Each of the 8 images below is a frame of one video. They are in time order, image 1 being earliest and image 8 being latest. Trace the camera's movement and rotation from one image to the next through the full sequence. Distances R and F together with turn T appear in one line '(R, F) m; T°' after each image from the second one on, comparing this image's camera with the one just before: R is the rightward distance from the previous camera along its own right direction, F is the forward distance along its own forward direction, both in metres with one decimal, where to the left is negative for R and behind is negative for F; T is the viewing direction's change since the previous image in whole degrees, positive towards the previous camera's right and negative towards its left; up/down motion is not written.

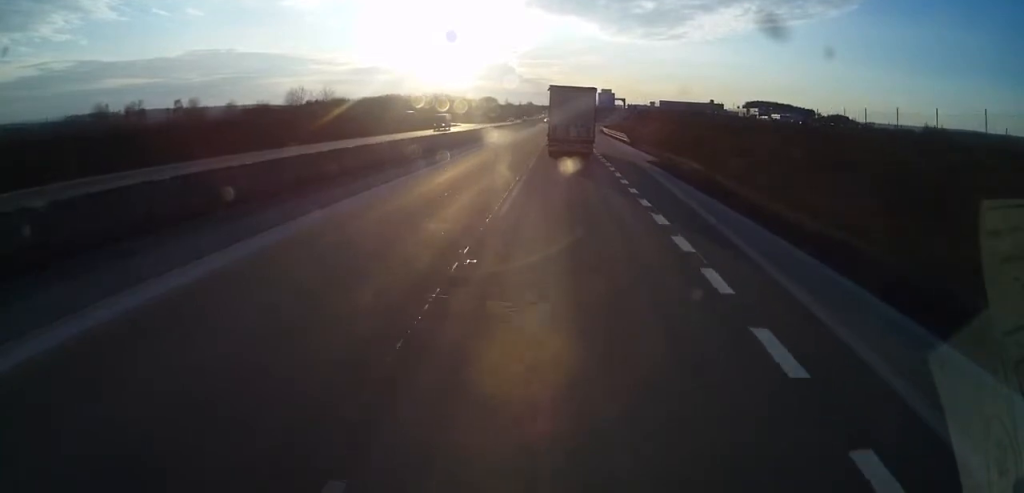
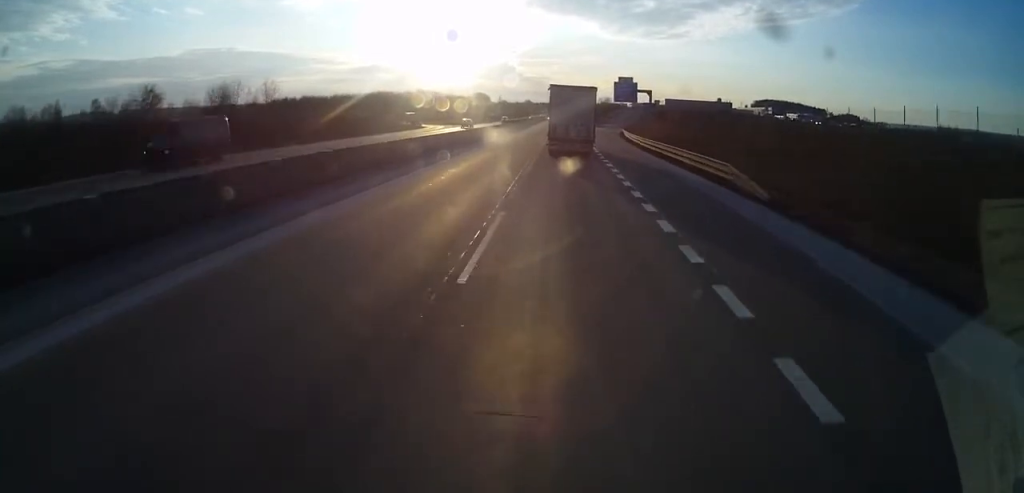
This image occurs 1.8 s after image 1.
(+0.5, +42.9) m; +1°
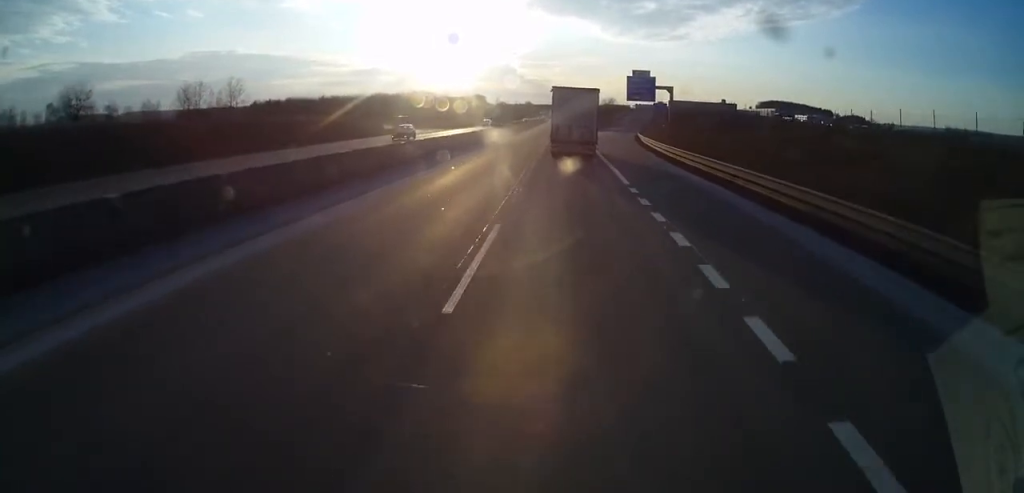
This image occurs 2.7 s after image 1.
(+0.1, +19.5) m; 0°
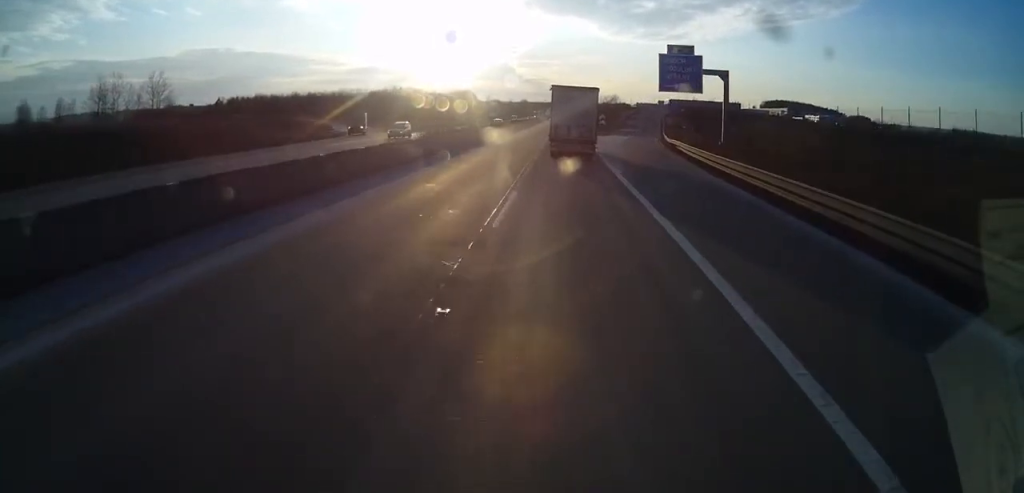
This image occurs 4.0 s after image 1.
(-0.4, +30.4) m; -1°
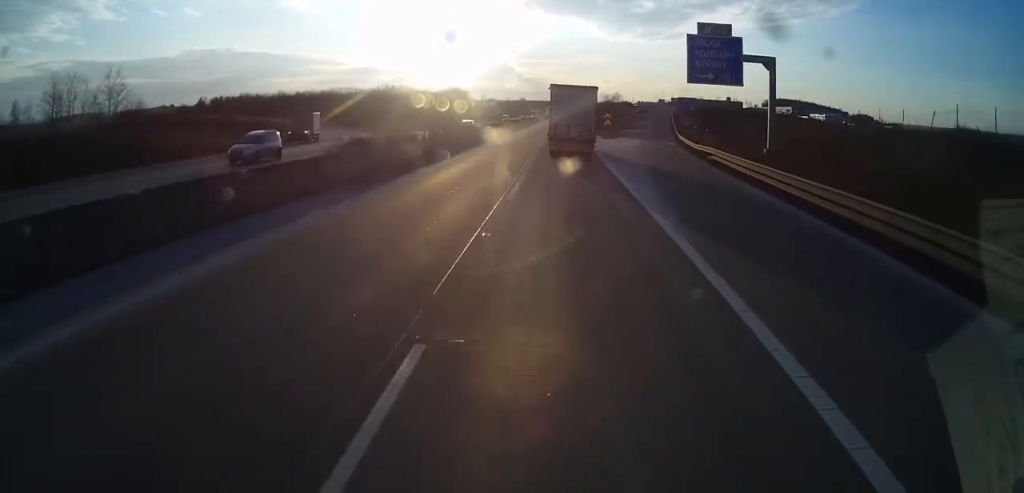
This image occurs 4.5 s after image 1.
(-0.2, +13.3) m; 0°
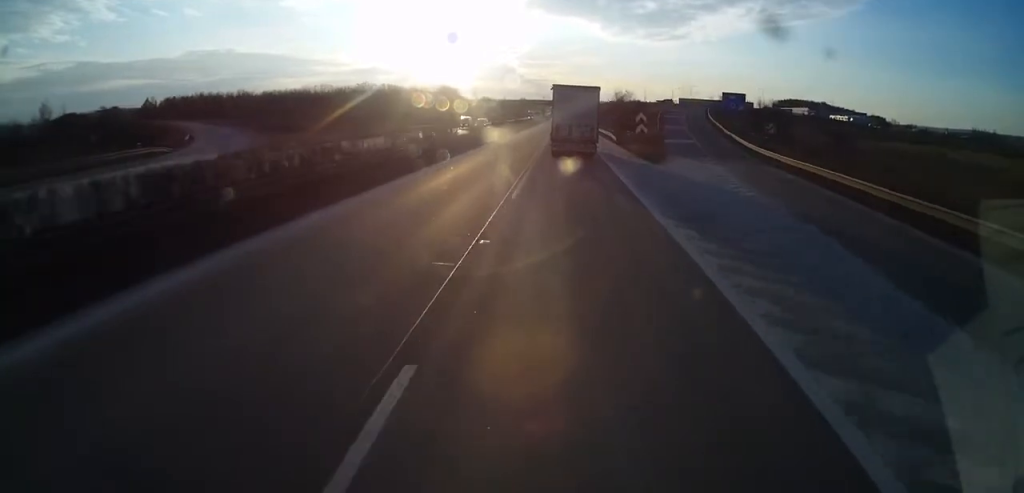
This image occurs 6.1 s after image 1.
(+0.7, +36.7) m; +1°
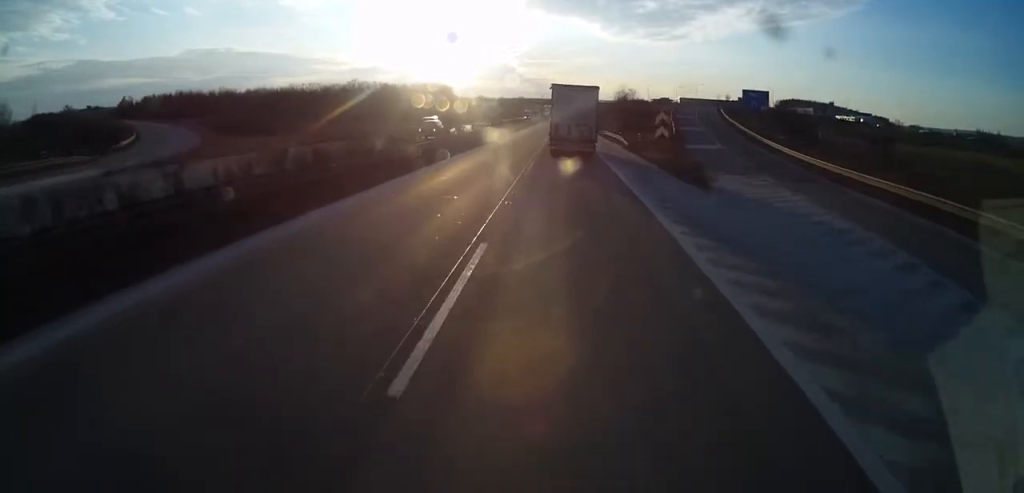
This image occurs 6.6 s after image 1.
(0.0, +12.5) m; 0°
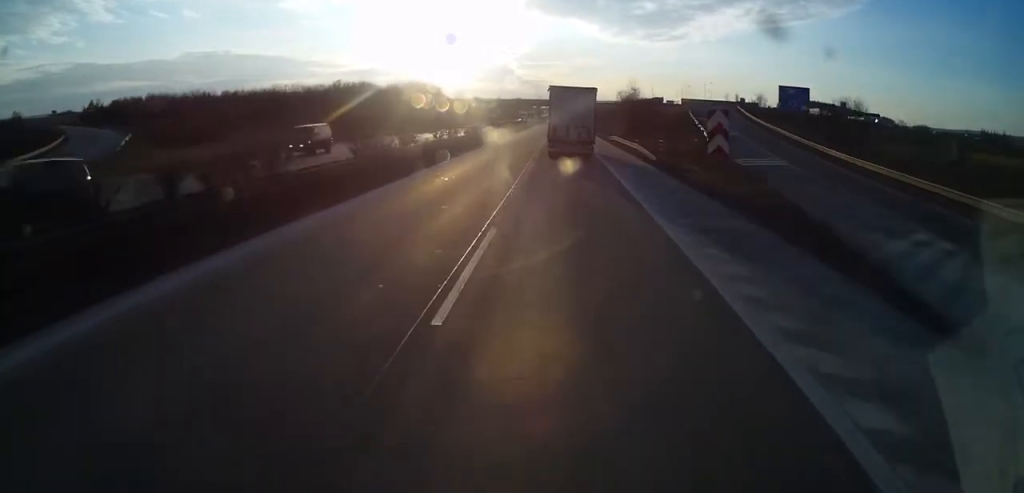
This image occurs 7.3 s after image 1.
(0.0, +16.4) m; 0°
